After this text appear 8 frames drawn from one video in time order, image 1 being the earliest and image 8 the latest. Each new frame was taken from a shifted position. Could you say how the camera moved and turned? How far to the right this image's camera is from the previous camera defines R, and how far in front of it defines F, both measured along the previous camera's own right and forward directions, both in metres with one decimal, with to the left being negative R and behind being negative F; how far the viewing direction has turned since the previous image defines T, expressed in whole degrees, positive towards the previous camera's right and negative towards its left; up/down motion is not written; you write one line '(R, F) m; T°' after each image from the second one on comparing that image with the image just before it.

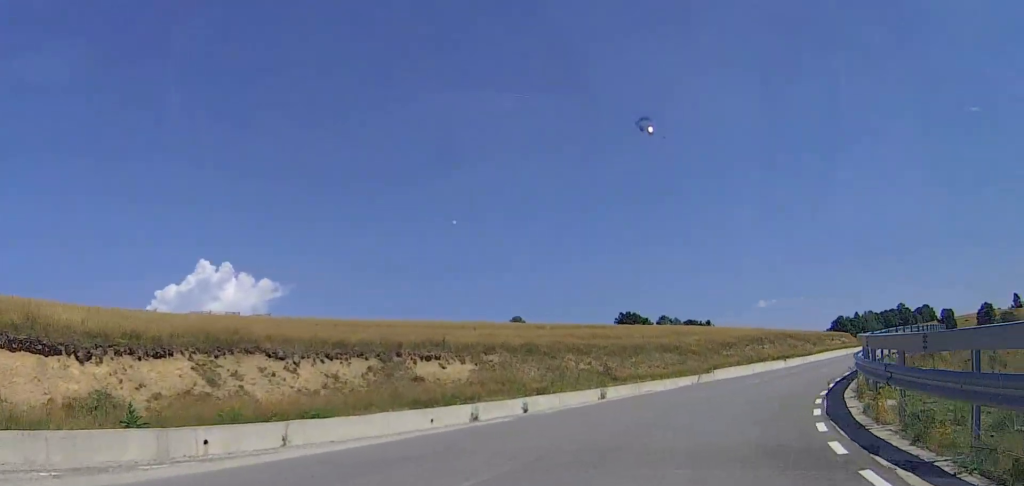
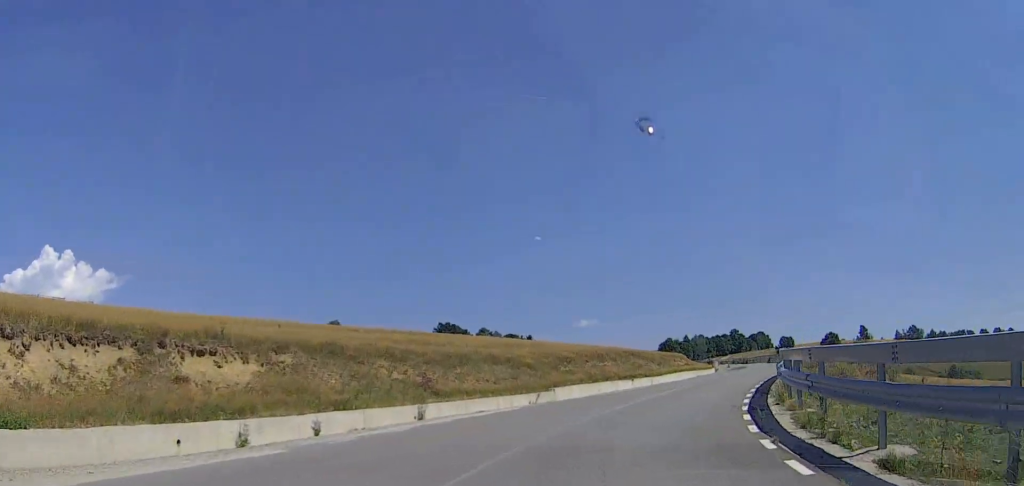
(-0.3, +5.4) m; +10°
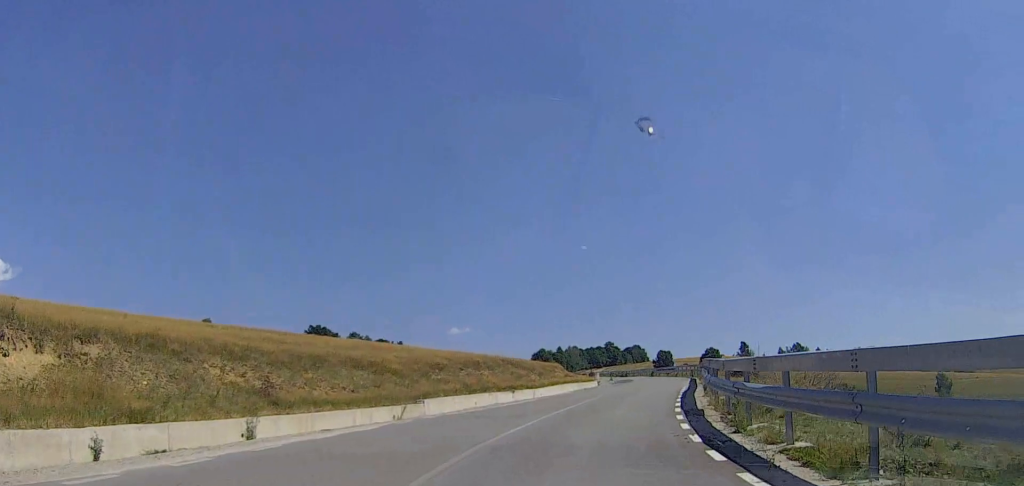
(+1.0, +4.5) m; +13°
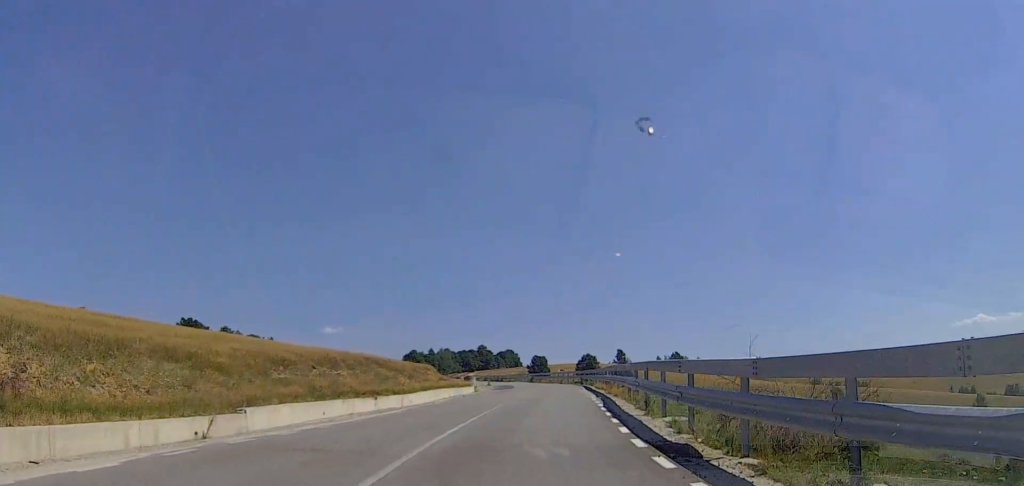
(+1.0, +6.7) m; +15°
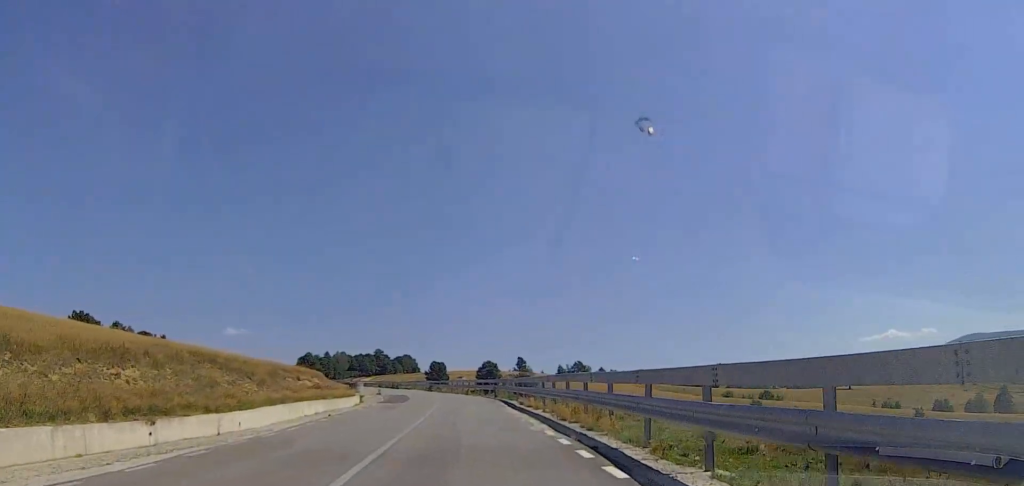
(+2.0, +12.4) m; +6°
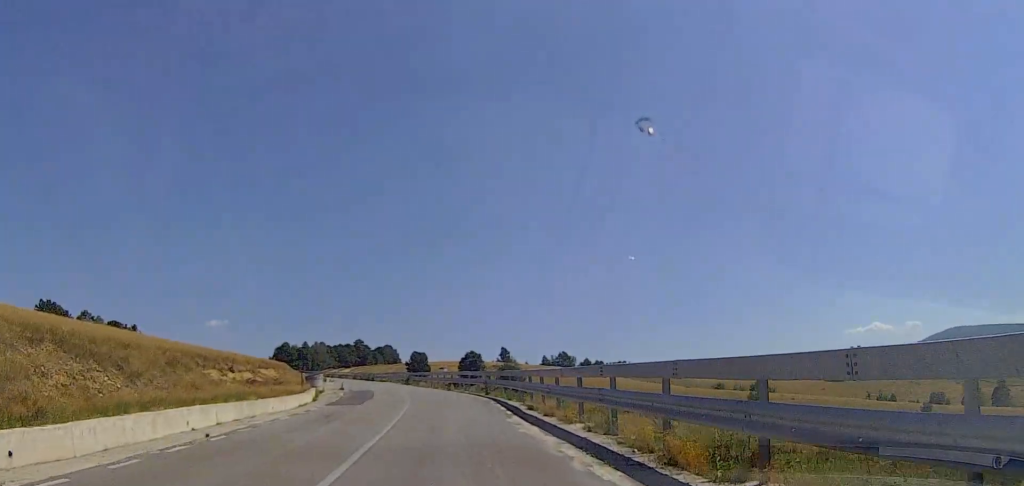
(-0.9, +10.7) m; -1°
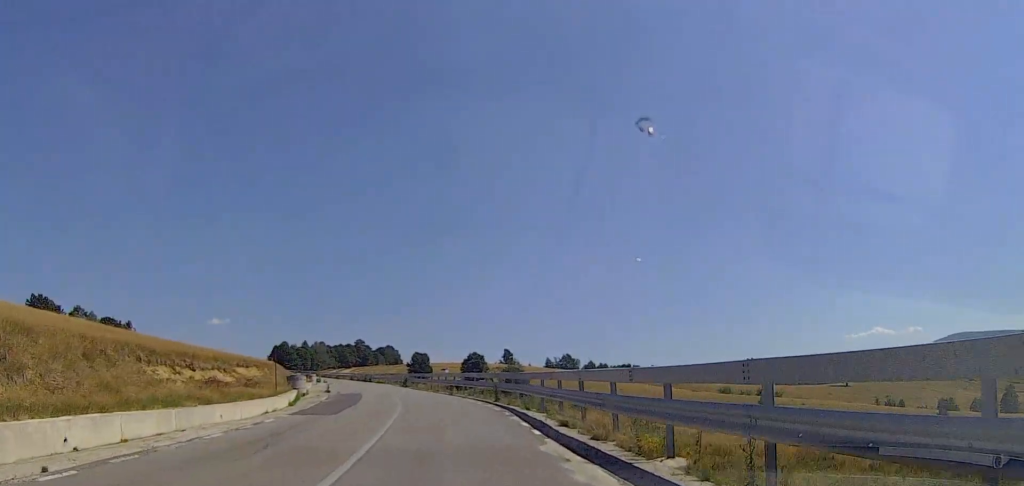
(-0.3, +5.9) m; 0°
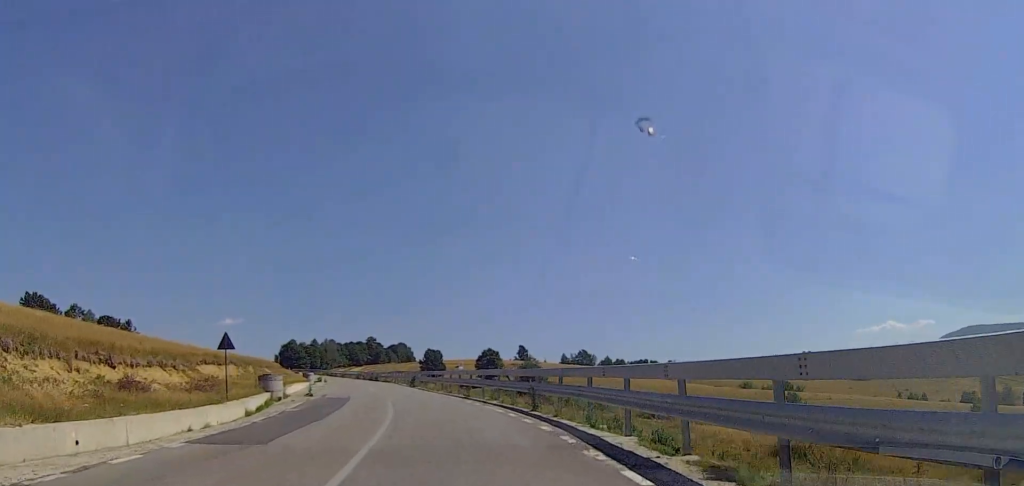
(+1.3, +9.0) m; +1°
